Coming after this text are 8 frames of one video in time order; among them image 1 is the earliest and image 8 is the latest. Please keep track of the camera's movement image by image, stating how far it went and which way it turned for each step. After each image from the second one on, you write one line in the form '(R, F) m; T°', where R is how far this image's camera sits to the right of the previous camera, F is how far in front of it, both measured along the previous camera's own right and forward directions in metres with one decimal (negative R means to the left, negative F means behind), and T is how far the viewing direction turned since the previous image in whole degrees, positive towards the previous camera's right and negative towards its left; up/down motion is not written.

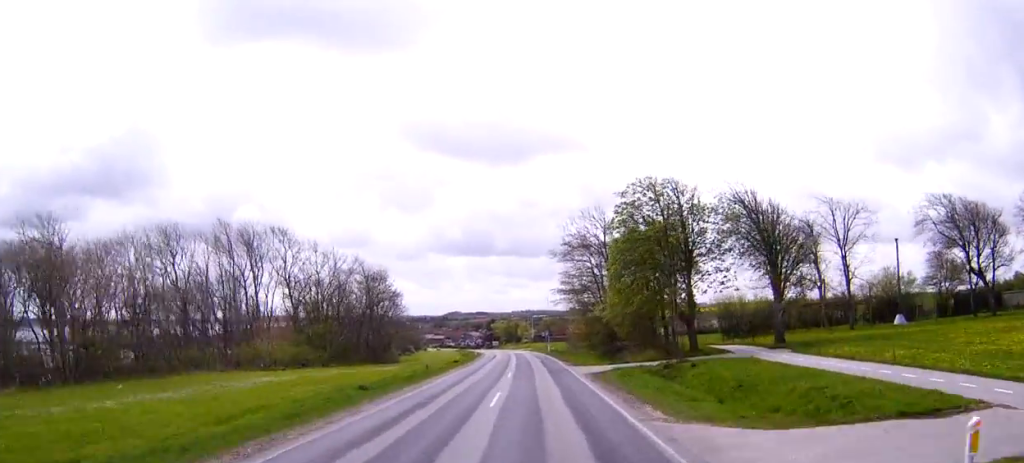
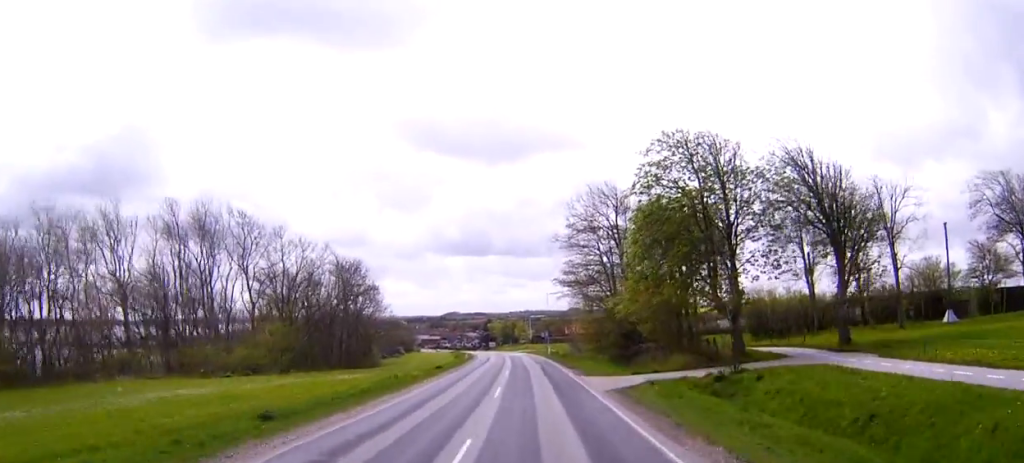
(+0.1, +11.0) m; 0°
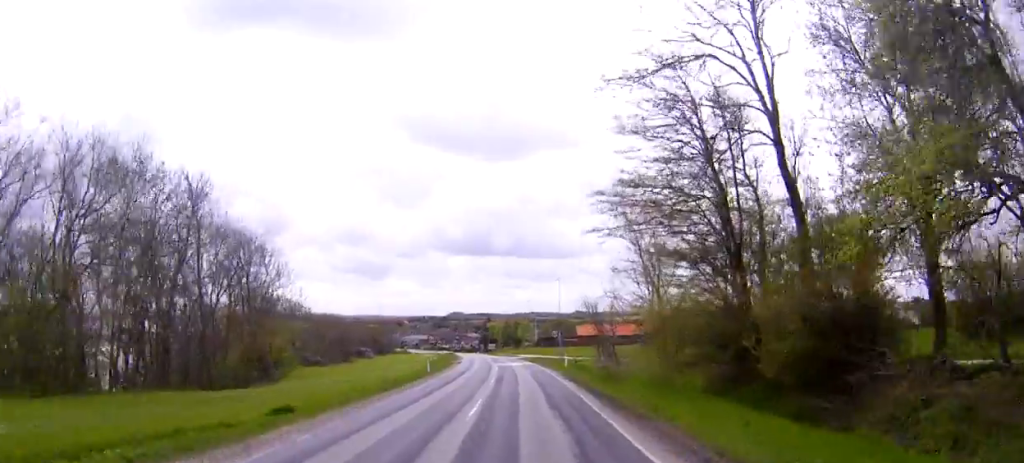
(-0.2, +36.1) m; -1°
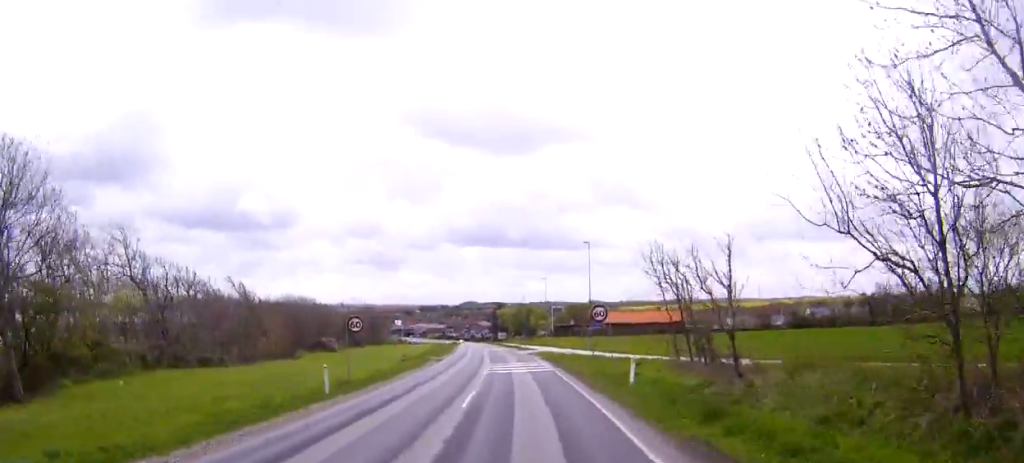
(-0.3, +30.5) m; -1°
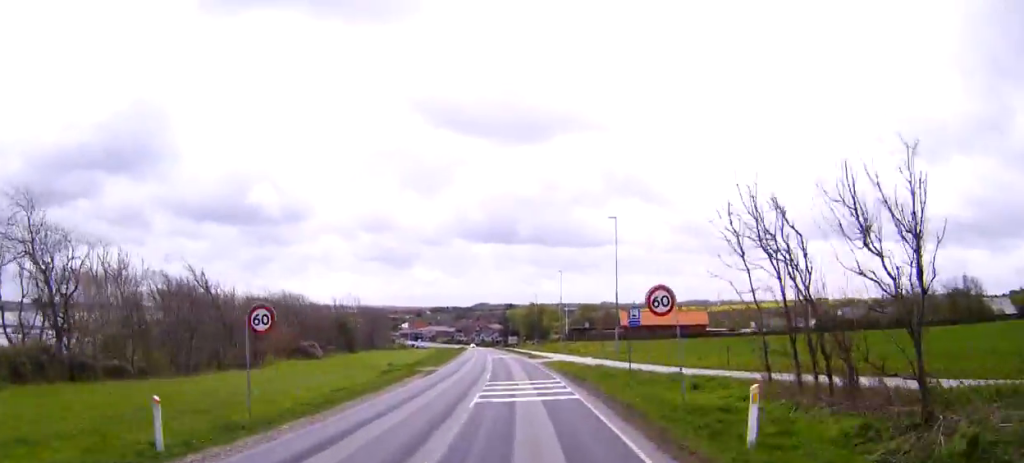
(0.0, +12.5) m; 0°
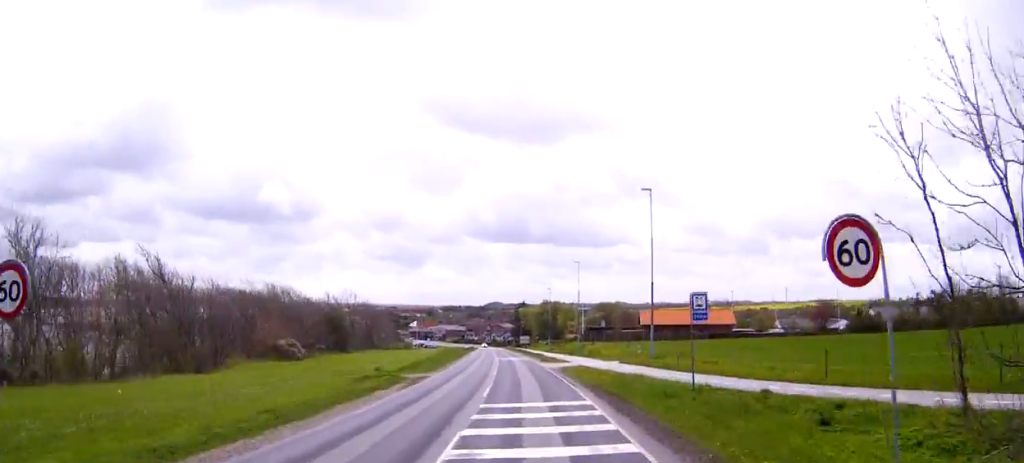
(+0.1, +11.1) m; -1°
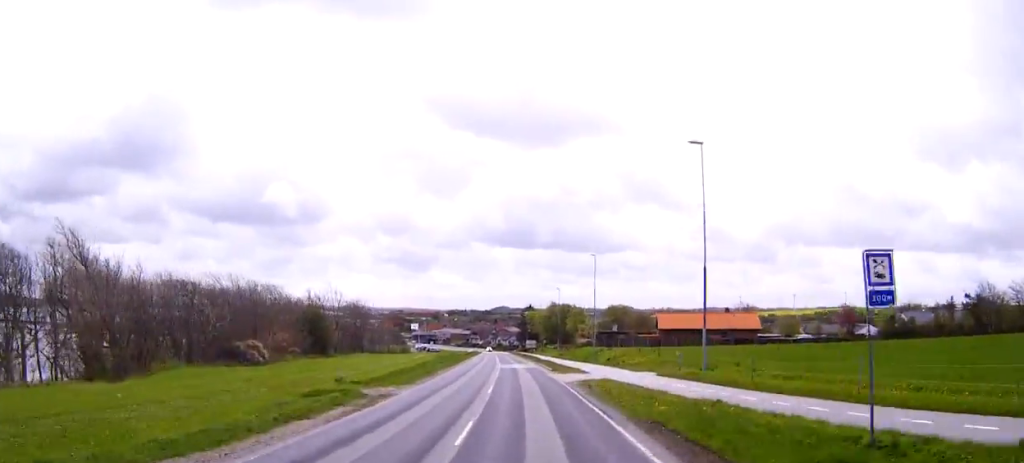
(-0.2, +12.0) m; -1°
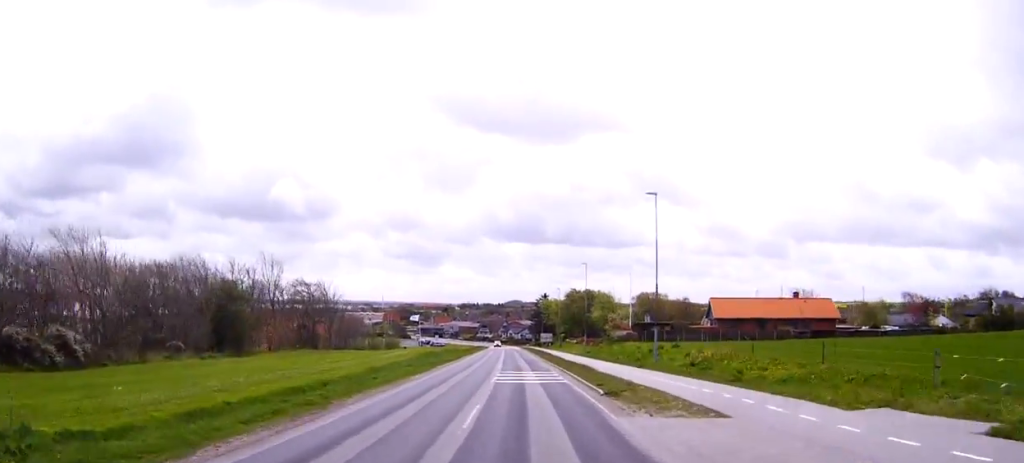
(-0.5, +29.0) m; -2°
